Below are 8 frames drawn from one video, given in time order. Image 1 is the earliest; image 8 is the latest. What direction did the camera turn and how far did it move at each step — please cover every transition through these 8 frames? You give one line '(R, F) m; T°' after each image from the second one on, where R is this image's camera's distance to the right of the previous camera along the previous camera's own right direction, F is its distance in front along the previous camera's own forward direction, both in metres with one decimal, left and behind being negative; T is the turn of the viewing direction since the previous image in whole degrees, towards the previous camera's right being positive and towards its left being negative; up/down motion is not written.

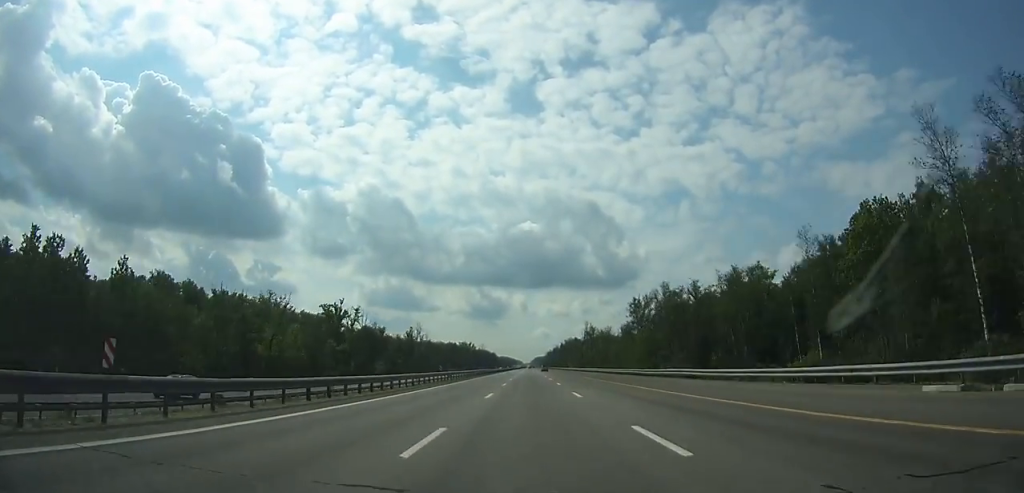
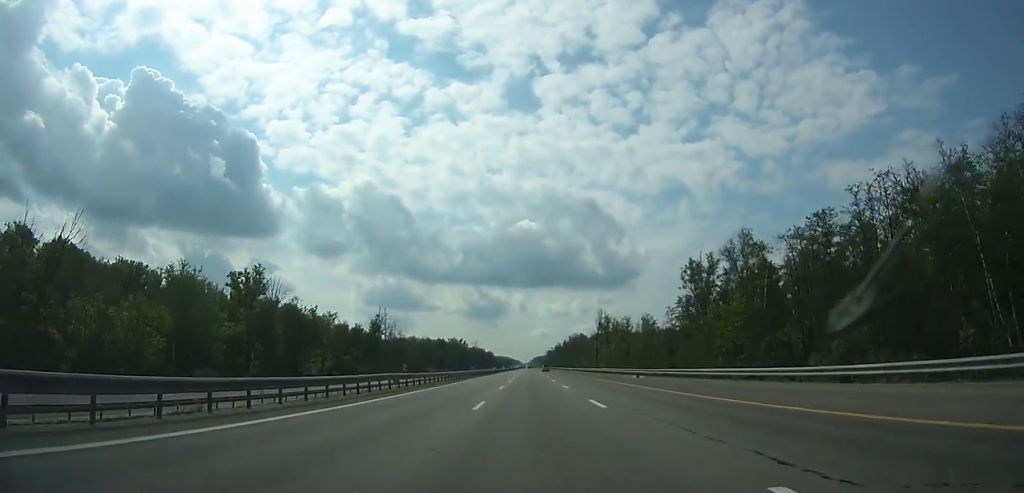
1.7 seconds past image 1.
(+0.1, +55.6) m; 0°
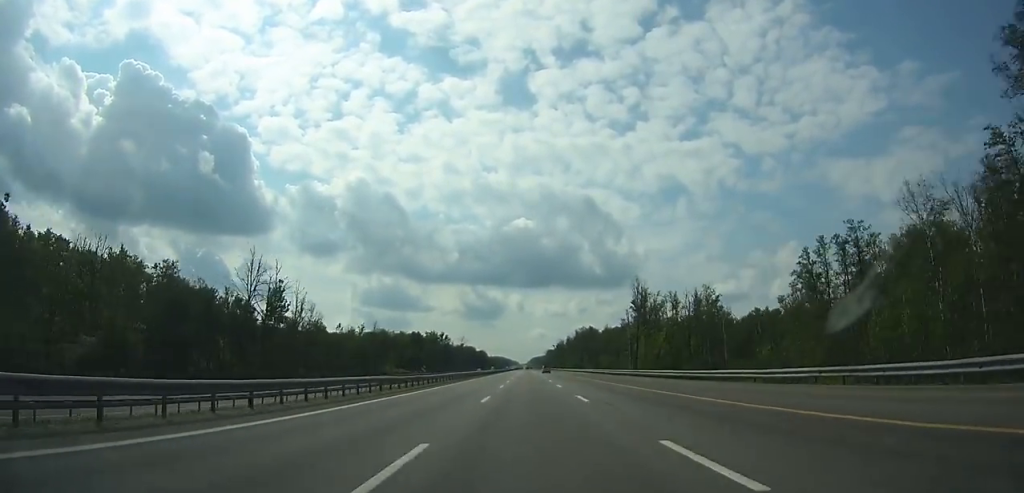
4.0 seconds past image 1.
(0.0, +75.0) m; 0°
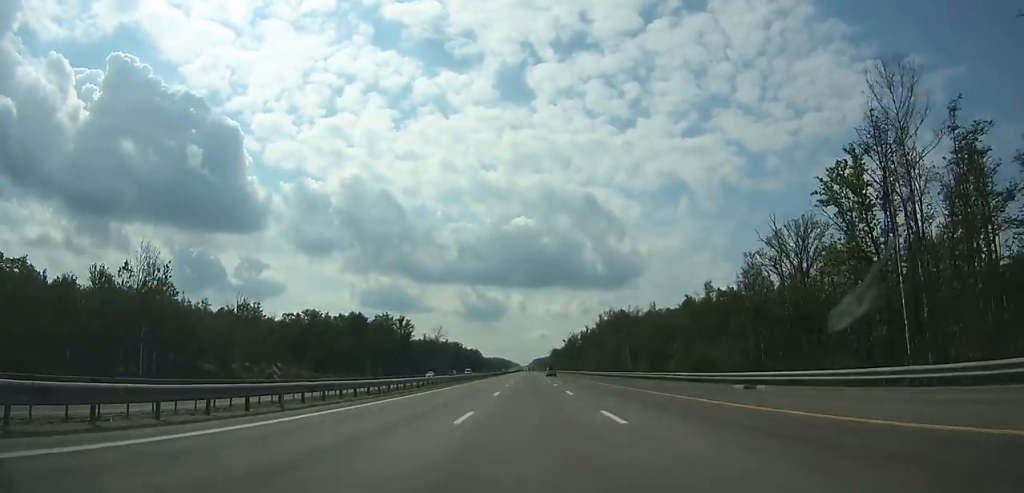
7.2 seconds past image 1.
(+0.1, +103.9) m; 0°
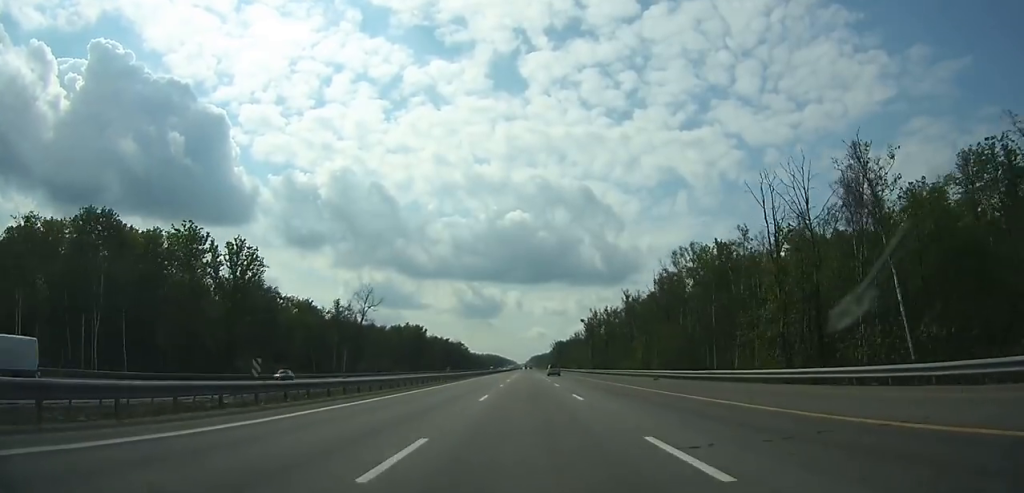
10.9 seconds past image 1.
(-0.1, +119.7) m; 0°
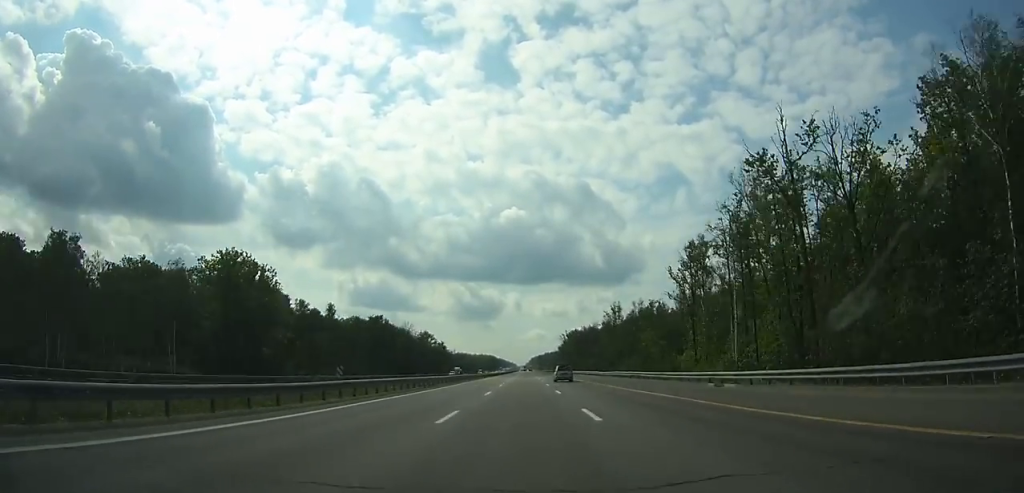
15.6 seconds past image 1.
(+0.1, +152.1) m; 0°
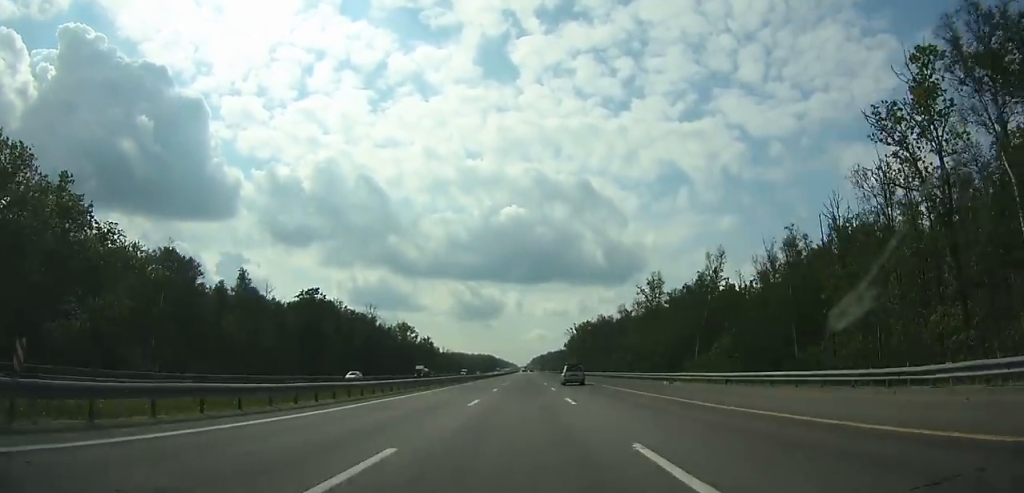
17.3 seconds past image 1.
(-0.1, +55.2) m; 0°
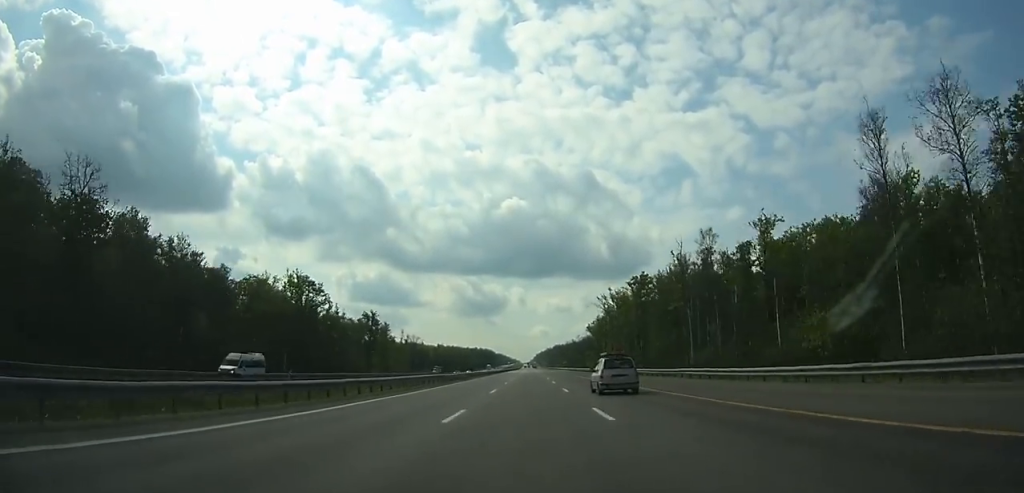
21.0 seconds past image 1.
(-0.3, +120.2) m; 0°
